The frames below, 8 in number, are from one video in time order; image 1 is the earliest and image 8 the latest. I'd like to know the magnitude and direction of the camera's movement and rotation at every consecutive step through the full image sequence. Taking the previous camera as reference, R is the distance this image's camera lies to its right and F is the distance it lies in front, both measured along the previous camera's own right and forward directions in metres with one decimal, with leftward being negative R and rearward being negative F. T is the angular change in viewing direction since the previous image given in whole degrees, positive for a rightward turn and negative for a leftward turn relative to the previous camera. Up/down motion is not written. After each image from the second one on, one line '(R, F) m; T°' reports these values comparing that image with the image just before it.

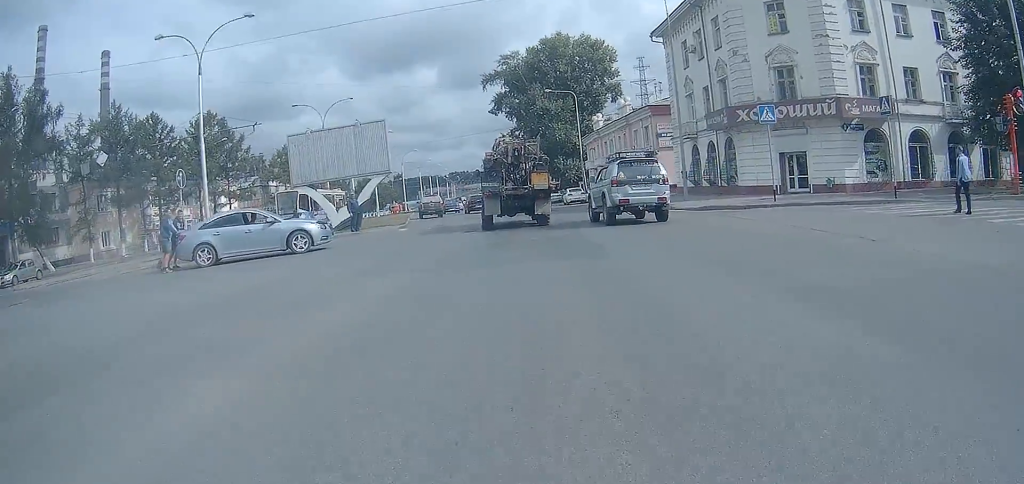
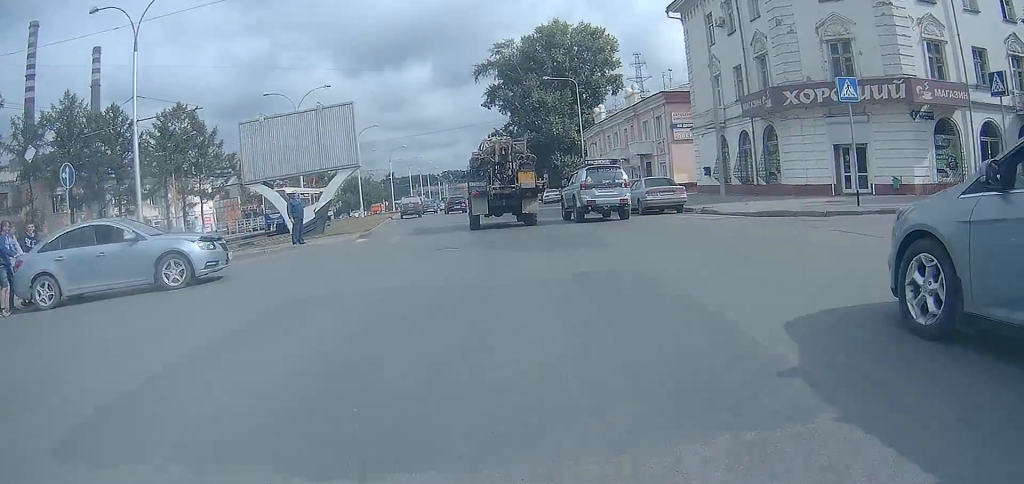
(+0.1, +6.5) m; 0°
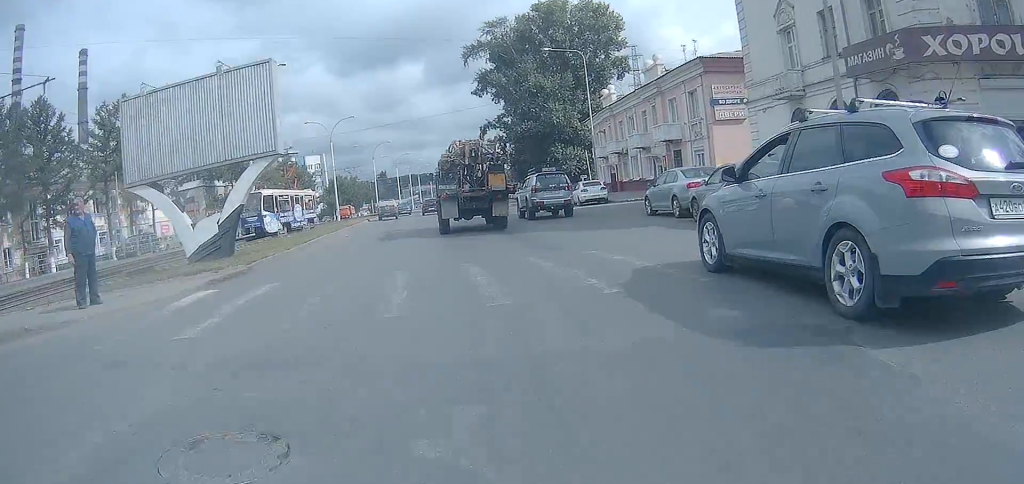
(-0.1, +10.6) m; -1°
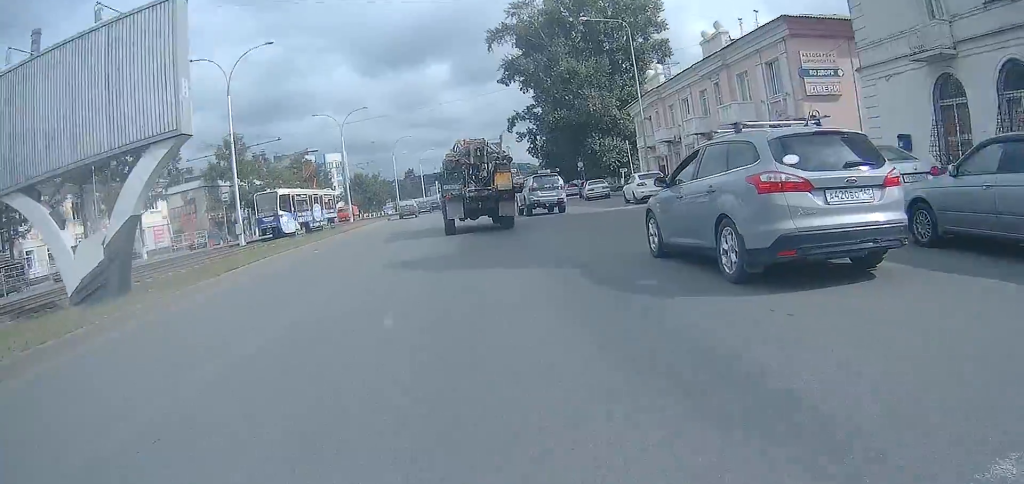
(0.0, +8.4) m; -1°
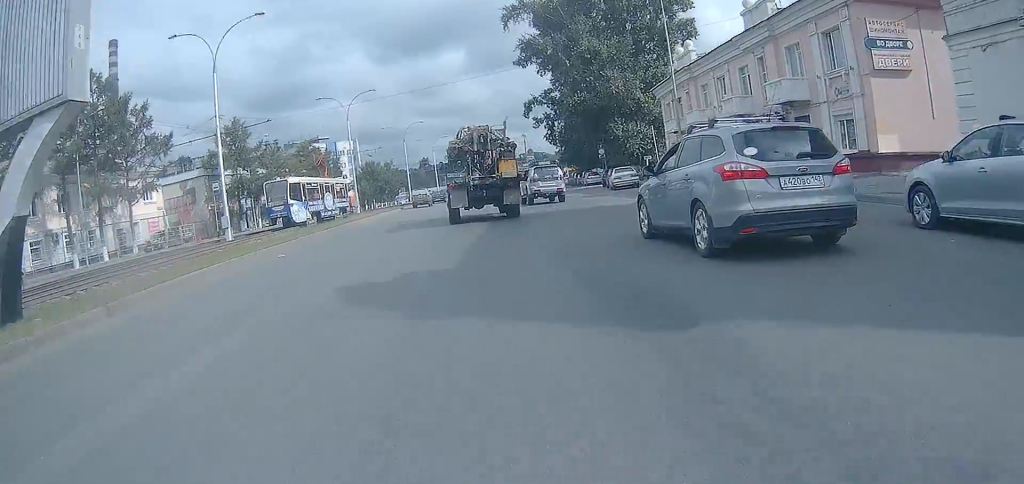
(0.0, +4.4) m; -1°
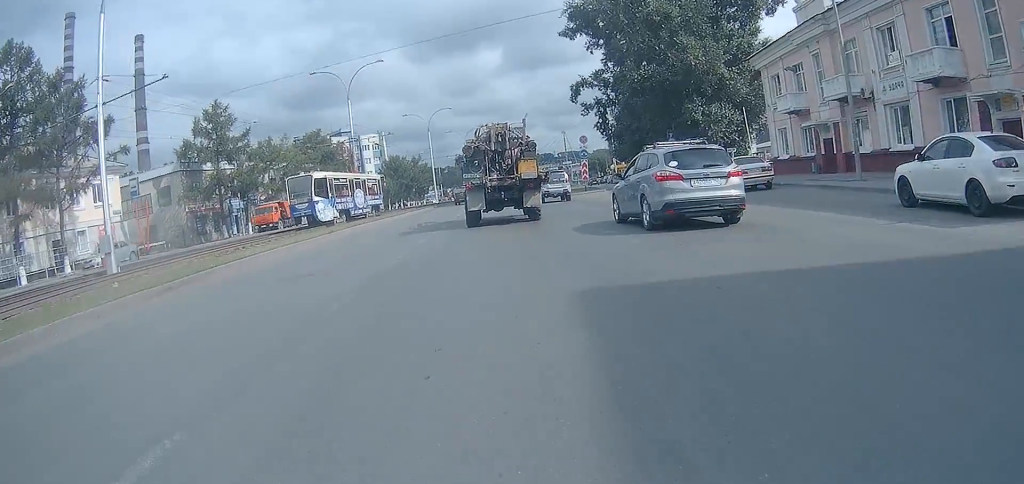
(-0.4, +14.5) m; -3°
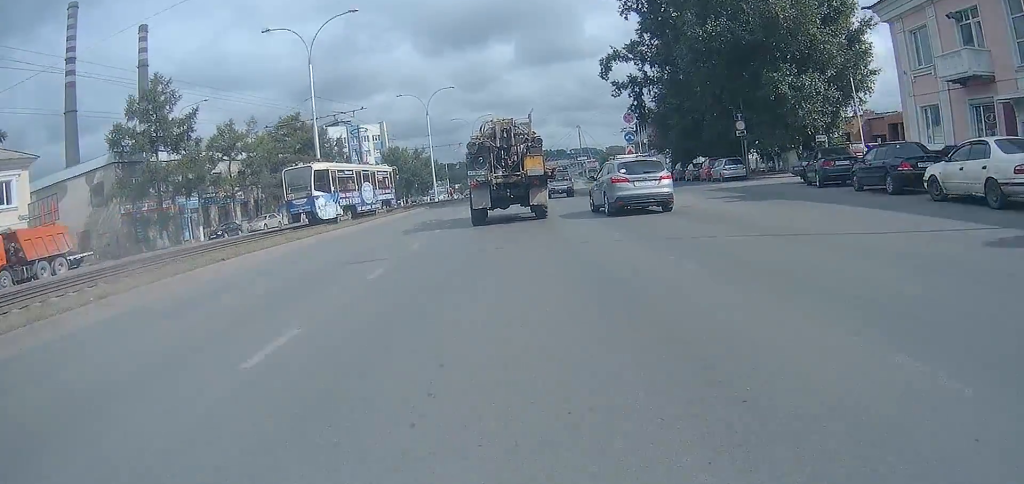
(-0.1, +14.6) m; -1°
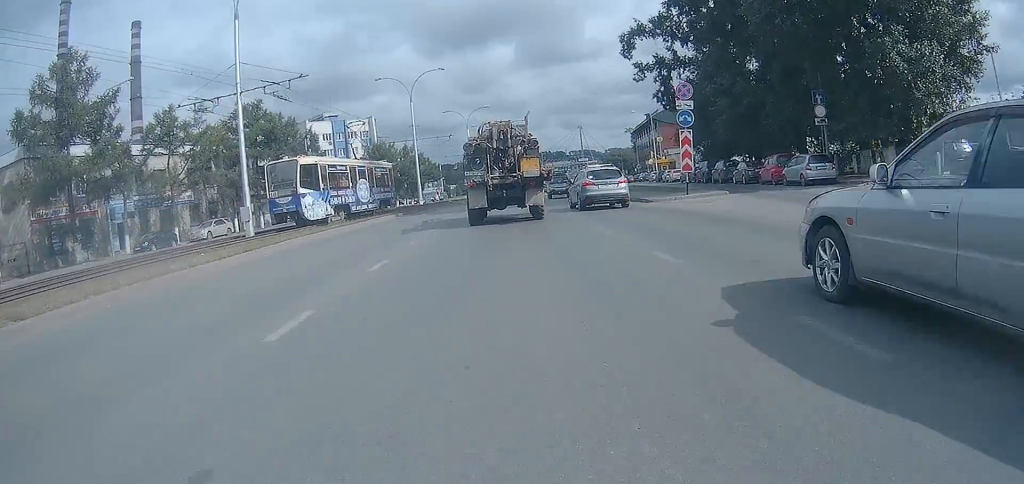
(0.0, +12.2) m; -2°
